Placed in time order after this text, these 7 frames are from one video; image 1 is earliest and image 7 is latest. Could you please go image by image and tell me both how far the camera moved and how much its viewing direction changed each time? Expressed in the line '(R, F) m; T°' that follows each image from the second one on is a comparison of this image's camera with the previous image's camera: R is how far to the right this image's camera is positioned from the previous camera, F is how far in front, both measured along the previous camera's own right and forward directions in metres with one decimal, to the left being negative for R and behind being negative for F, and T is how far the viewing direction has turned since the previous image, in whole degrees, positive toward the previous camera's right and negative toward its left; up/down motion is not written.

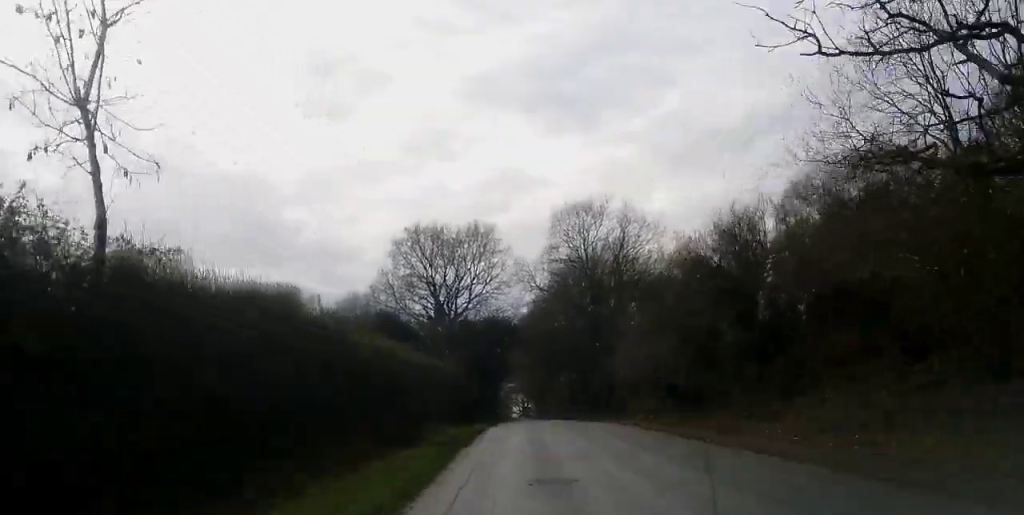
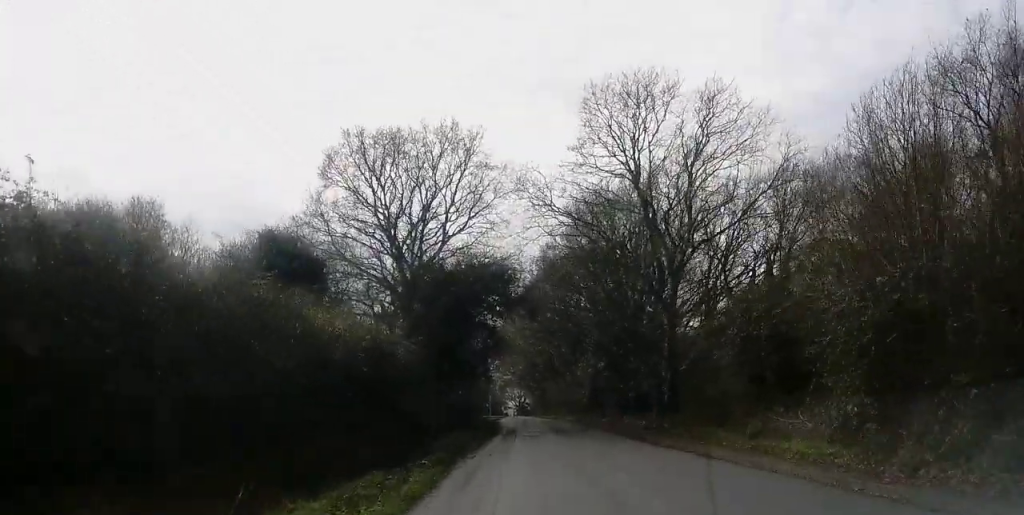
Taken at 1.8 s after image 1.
(-0.4, +22.5) m; -1°
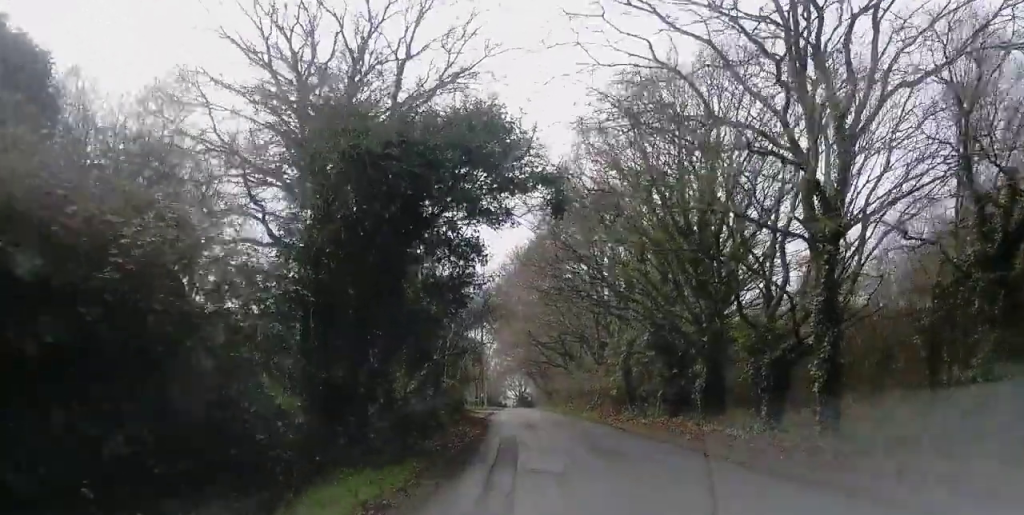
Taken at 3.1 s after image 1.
(+0.4, +16.7) m; +2°
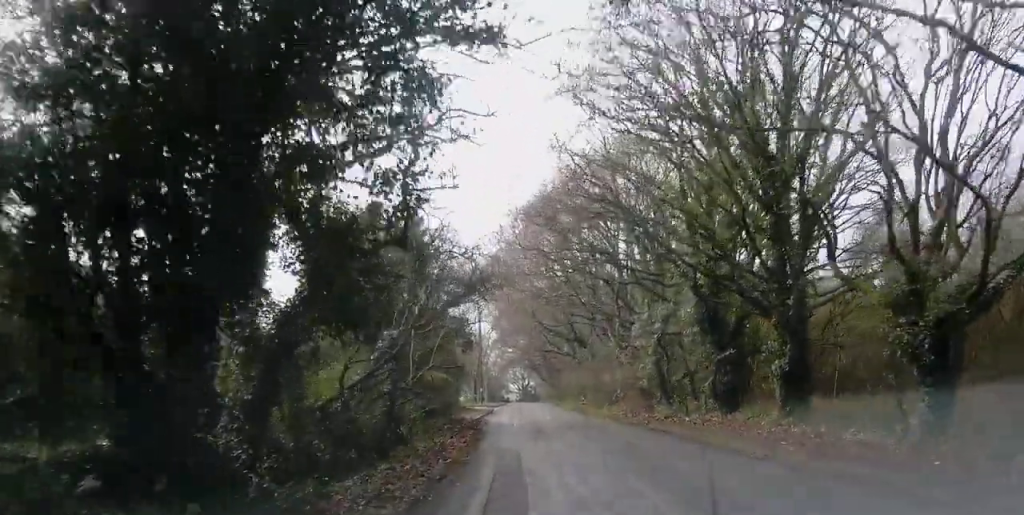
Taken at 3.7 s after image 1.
(+0.2, +8.3) m; 0°
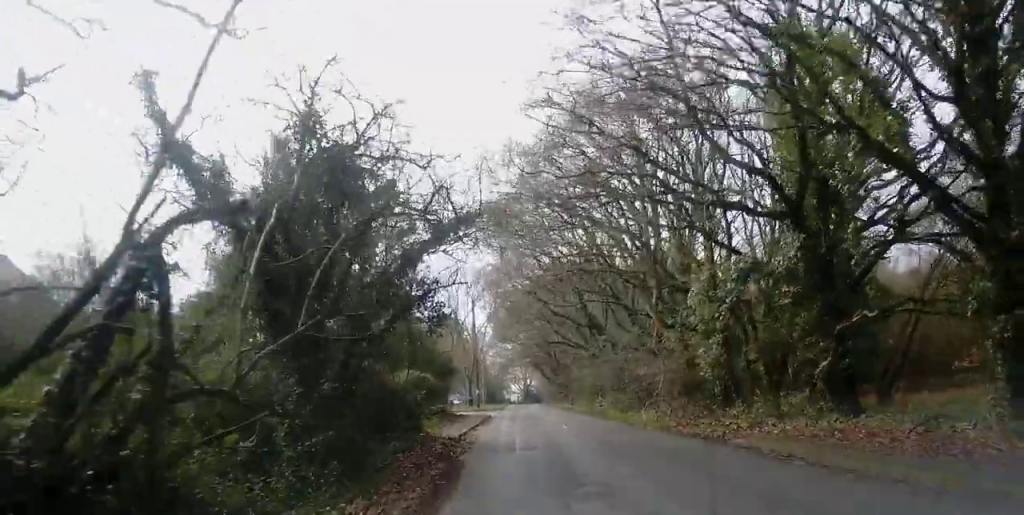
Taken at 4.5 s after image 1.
(-0.3, +10.5) m; -2°
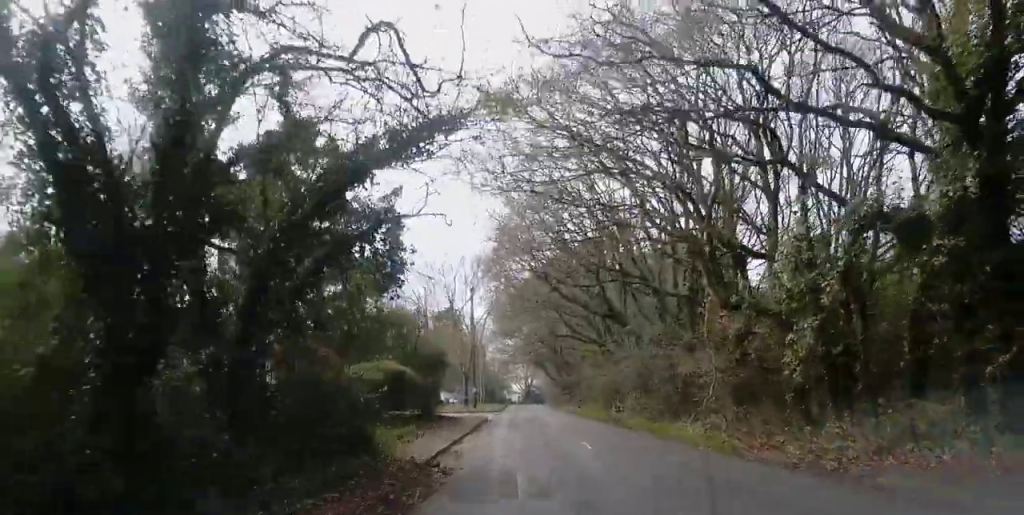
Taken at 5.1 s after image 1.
(-0.1, +7.1) m; 0°
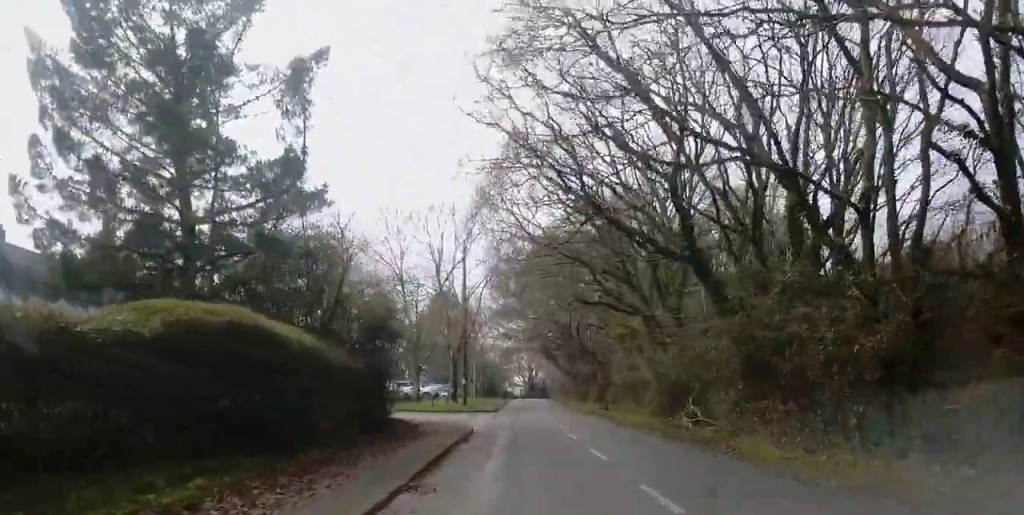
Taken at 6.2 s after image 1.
(+0.2, +14.4) m; +1°
